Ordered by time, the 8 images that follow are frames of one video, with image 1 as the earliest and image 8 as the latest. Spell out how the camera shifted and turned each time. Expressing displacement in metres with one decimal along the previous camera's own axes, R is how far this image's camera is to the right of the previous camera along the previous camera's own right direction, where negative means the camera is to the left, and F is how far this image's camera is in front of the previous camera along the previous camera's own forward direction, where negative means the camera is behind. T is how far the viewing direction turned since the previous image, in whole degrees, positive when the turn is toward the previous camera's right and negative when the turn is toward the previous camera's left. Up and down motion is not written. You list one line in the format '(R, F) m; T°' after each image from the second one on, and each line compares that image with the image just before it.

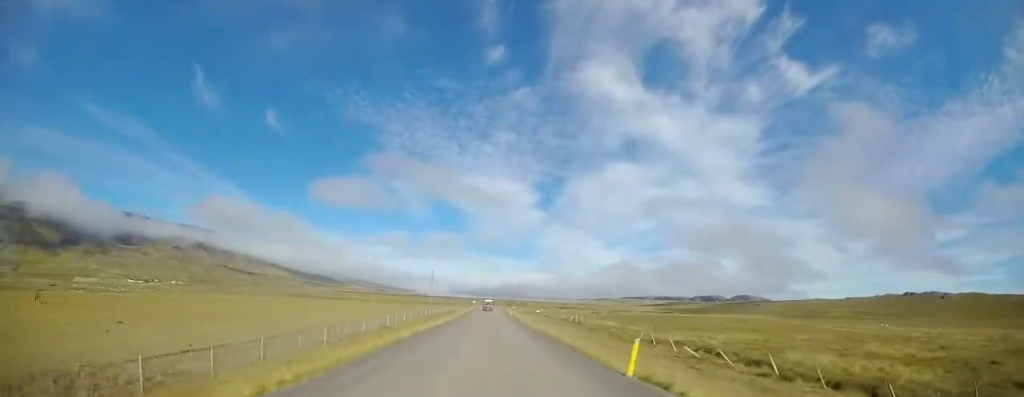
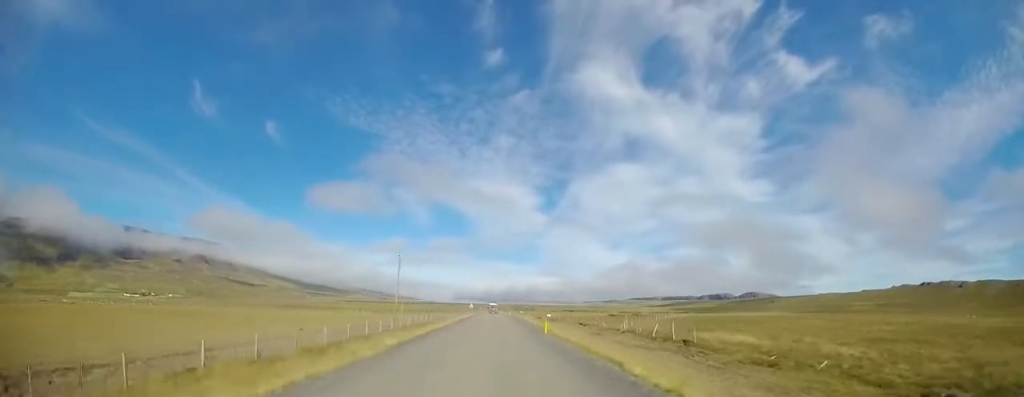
(+0.5, +37.2) m; +1°
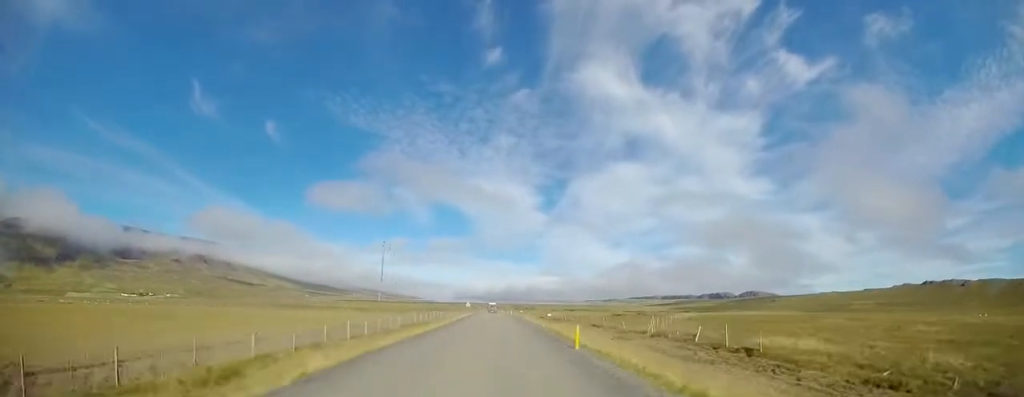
(0.0, +8.4) m; 0°
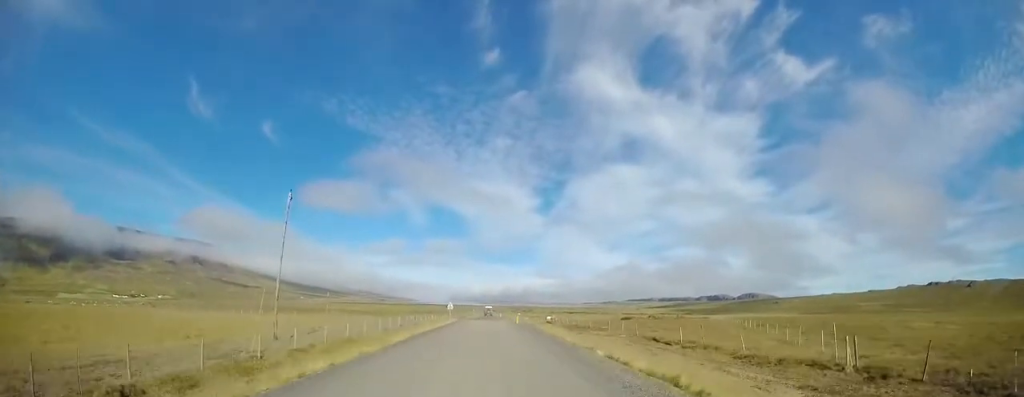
(-0.2, +23.5) m; 0°
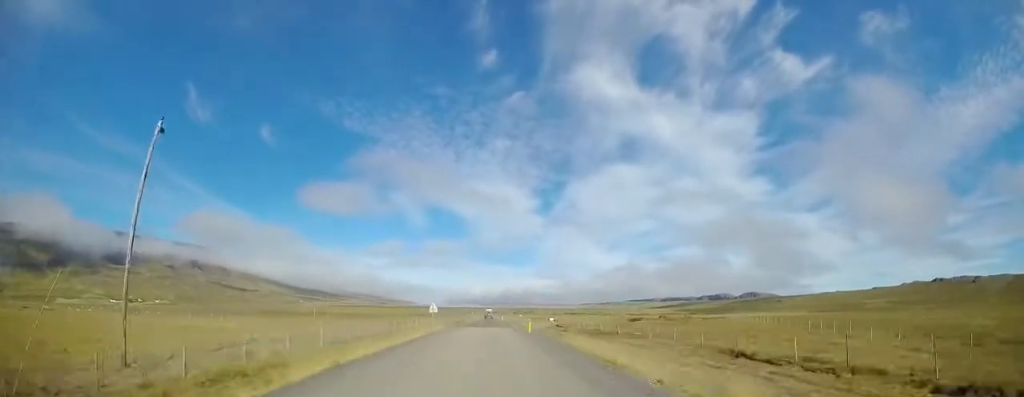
(+0.2, +13.0) m; 0°
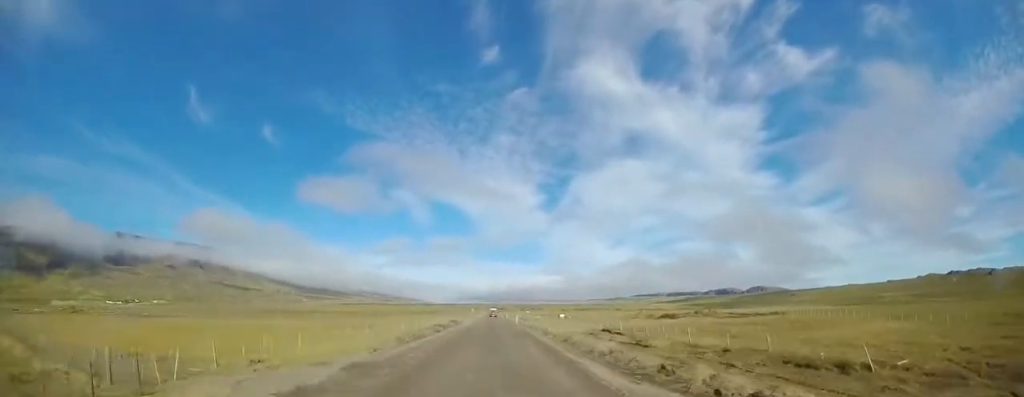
(-0.2, +32.5) m; 0°
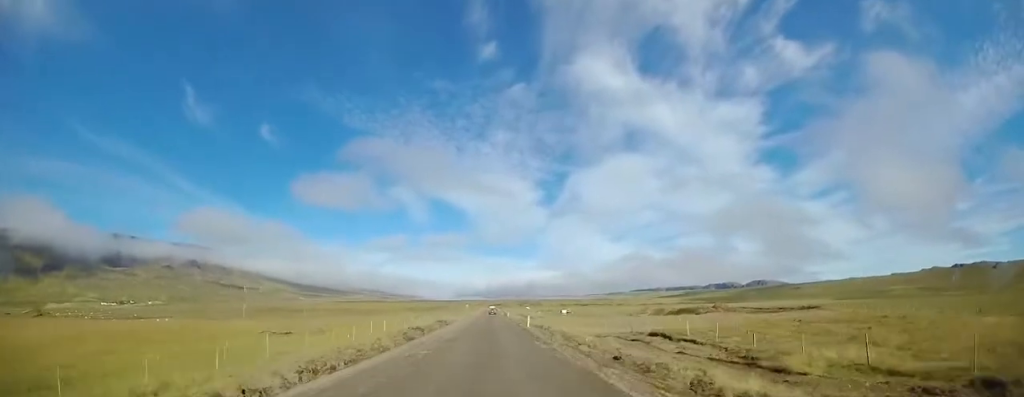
(0.0, +16.7) m; 0°
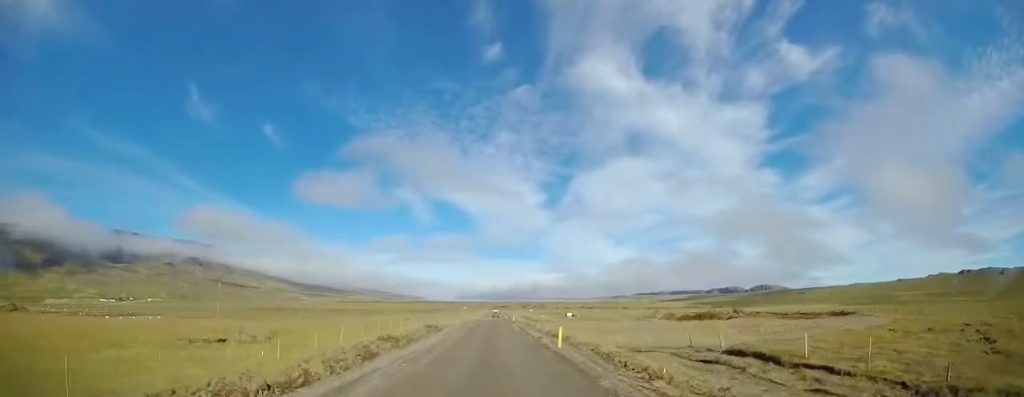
(-0.1, +12.5) m; +1°
